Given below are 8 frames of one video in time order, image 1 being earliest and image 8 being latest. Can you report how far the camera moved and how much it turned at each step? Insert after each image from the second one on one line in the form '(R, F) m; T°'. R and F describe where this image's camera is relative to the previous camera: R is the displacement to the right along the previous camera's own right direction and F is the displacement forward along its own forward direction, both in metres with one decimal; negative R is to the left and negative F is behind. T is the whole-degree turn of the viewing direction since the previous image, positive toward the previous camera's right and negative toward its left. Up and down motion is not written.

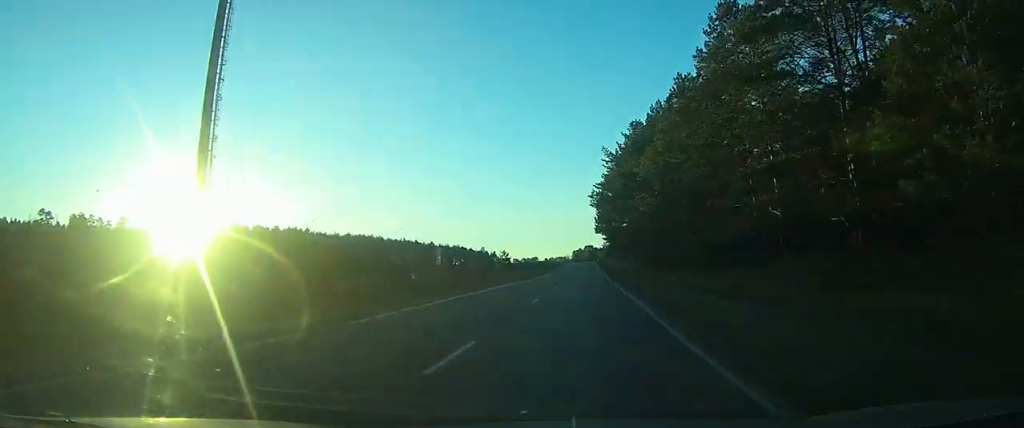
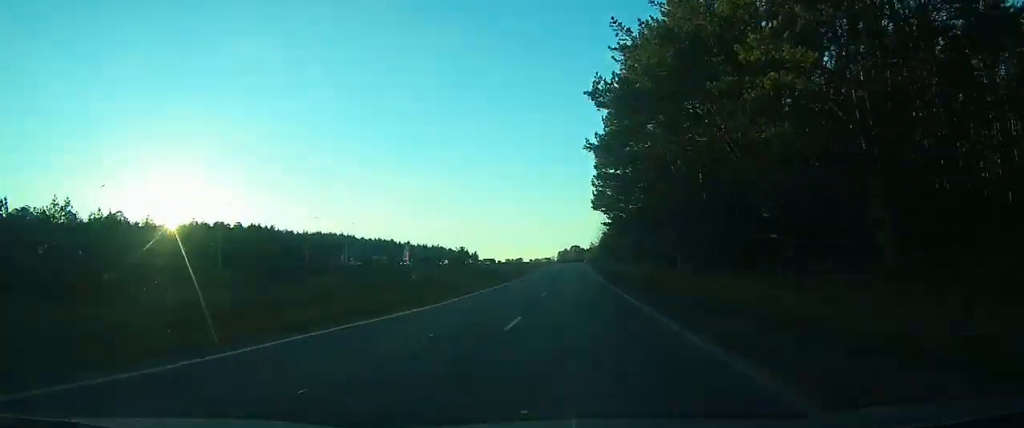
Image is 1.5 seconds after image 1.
(+0.5, +29.4) m; +1°
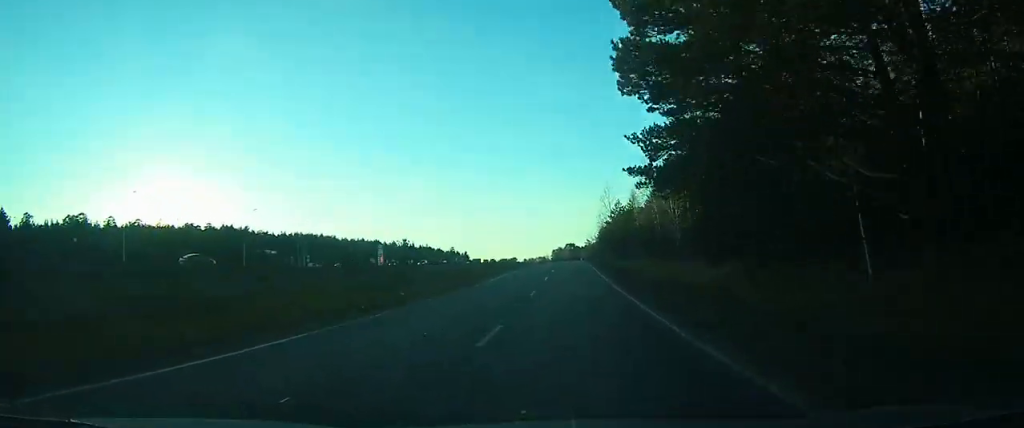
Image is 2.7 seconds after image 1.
(+0.2, +24.9) m; +1°
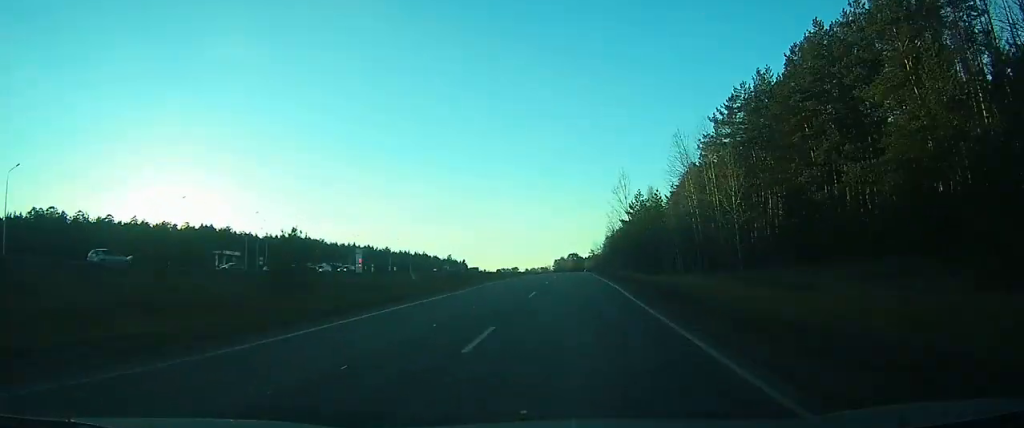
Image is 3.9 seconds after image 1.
(0.0, +23.2) m; 0°
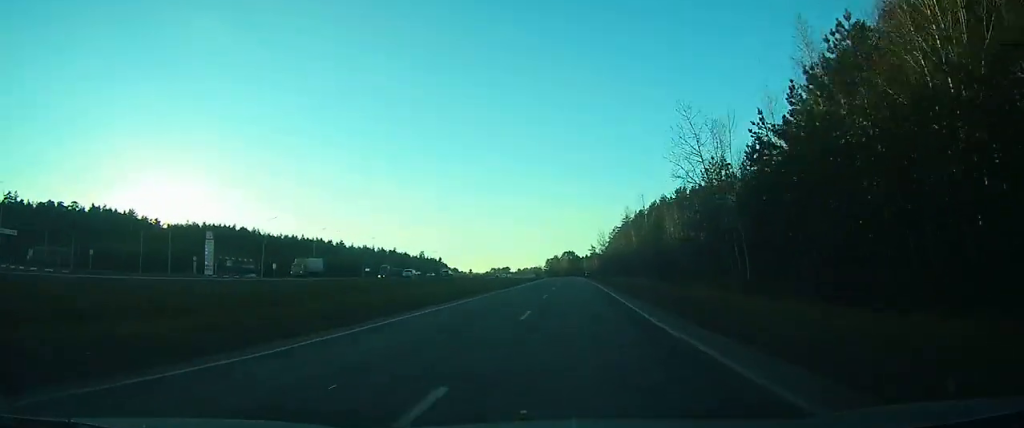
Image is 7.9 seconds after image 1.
(+0.5, +79.1) m; +1°
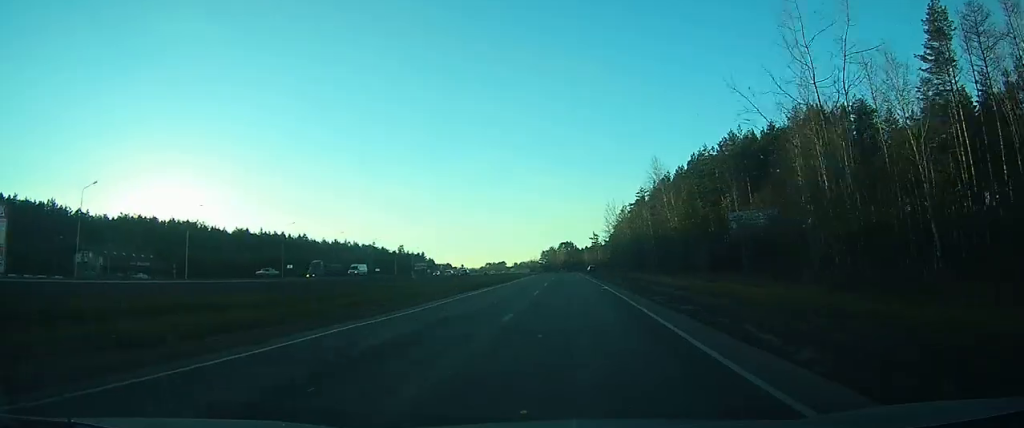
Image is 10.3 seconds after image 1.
(+0.2, +50.3) m; 0°
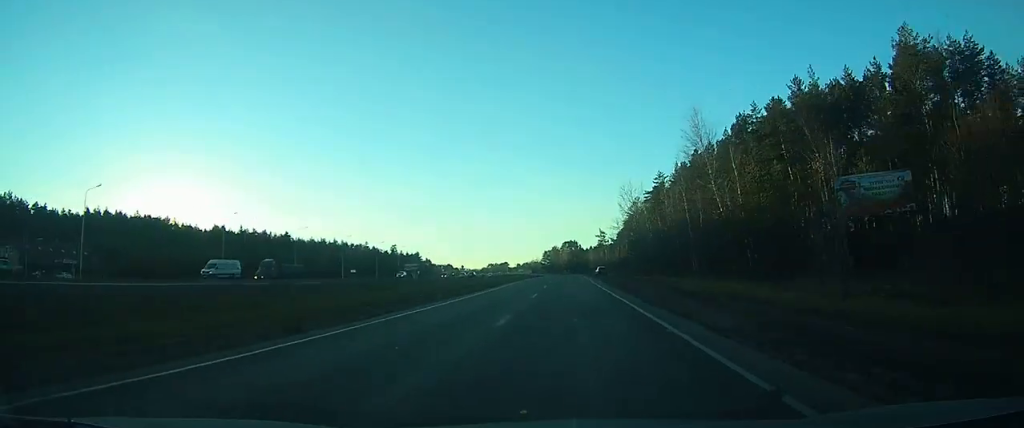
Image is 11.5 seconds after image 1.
(-0.1, +24.3) m; -1°
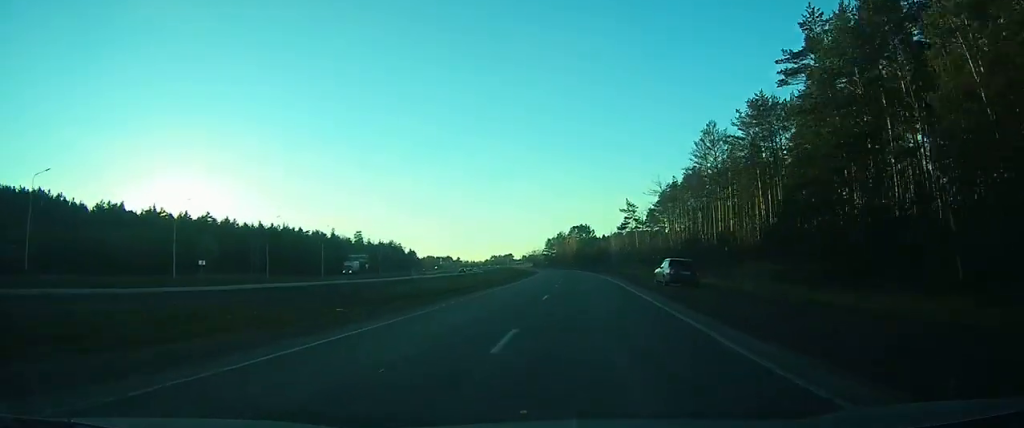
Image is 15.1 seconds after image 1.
(-1.1, +71.6) m; -1°
